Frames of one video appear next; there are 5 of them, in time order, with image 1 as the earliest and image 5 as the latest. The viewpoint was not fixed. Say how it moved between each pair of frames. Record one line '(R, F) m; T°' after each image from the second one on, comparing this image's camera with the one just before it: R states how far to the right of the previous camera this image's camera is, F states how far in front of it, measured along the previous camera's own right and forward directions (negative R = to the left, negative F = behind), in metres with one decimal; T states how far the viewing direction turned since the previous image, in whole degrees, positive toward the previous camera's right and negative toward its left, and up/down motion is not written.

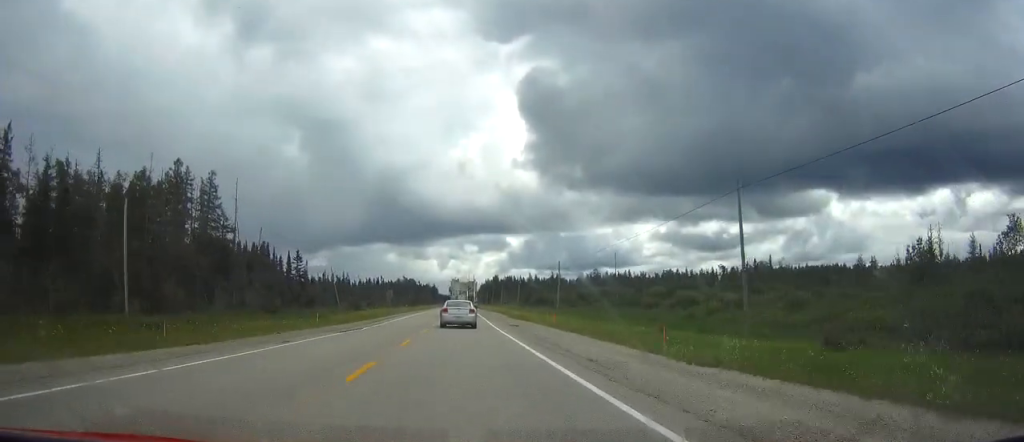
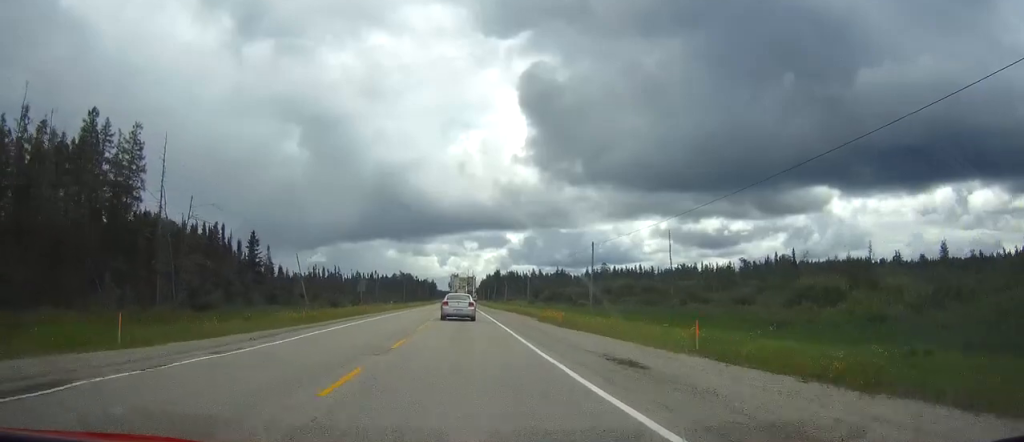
(-0.1, +28.7) m; 0°
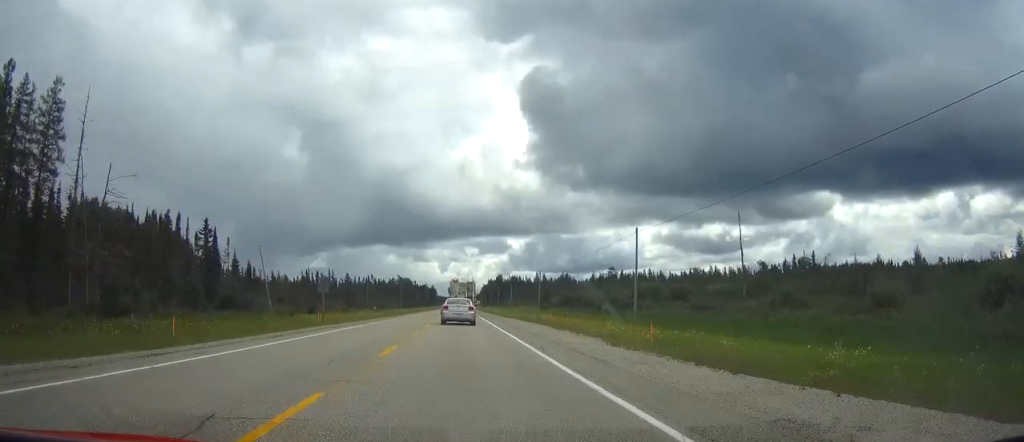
(+0.1, +20.6) m; 0°
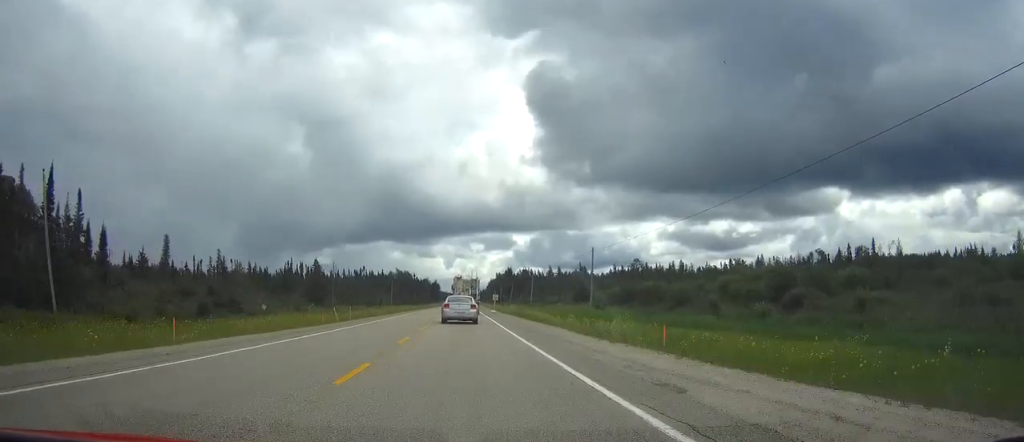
(-0.4, +49.8) m; -1°
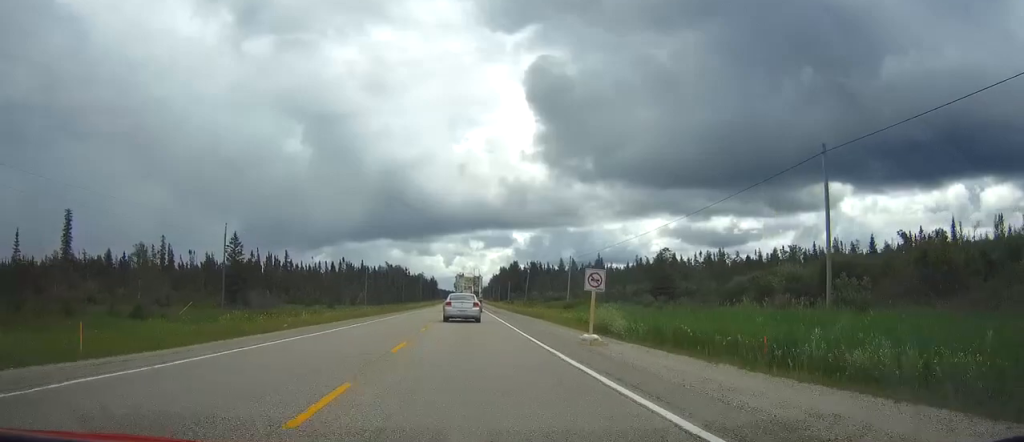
(-0.2, +56.8) m; 0°
